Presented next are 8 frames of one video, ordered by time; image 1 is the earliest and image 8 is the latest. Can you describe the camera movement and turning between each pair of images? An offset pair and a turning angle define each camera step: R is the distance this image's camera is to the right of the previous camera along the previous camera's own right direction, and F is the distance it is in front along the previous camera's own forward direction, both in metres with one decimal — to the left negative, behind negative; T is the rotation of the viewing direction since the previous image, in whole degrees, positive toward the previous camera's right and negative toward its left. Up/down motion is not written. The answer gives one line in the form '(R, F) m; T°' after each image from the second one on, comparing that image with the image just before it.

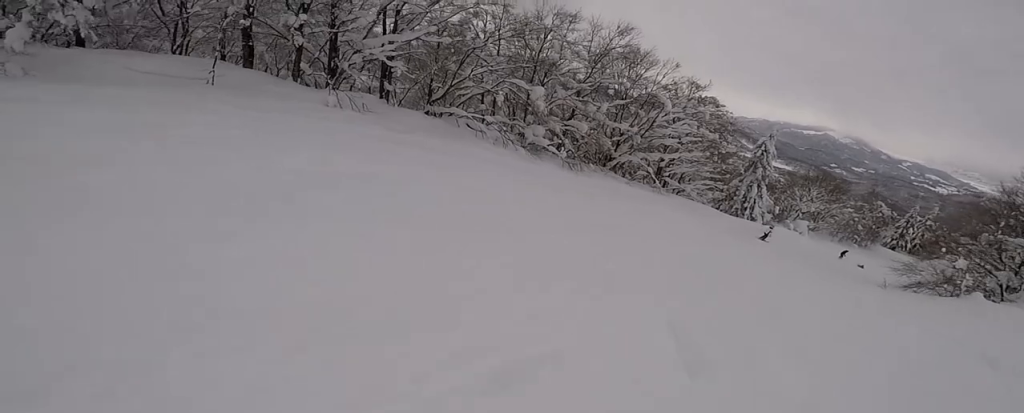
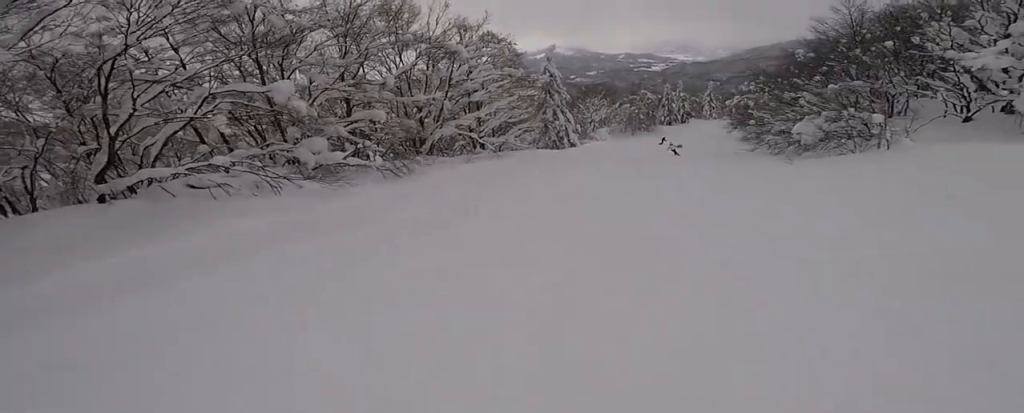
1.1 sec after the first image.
(-0.9, +7.5) m; +12°
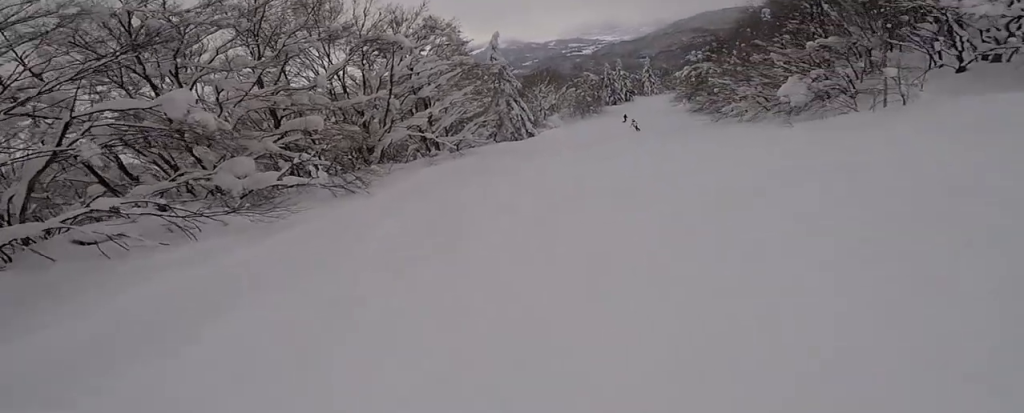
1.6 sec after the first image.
(+0.3, +2.7) m; +11°
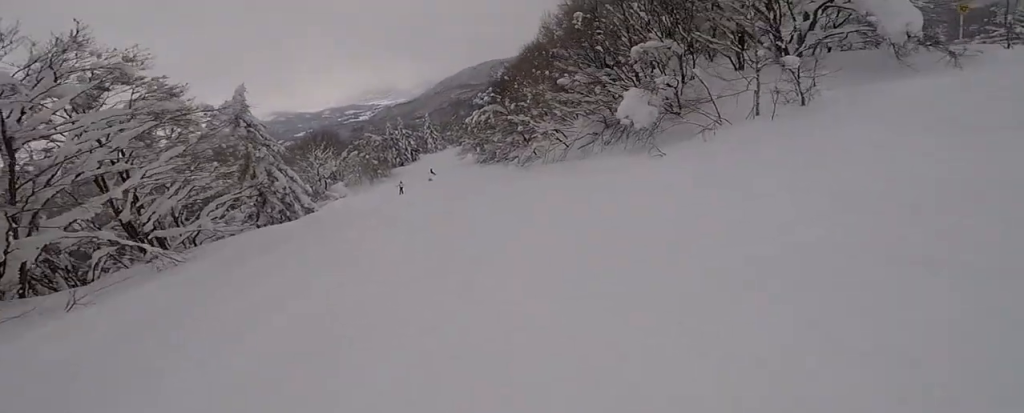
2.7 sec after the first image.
(+2.6, +7.3) m; +16°
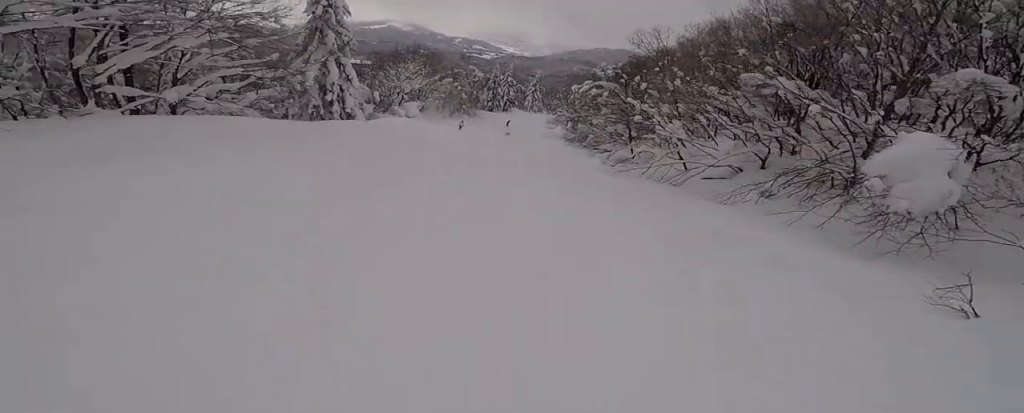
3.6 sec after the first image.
(-0.3, +7.1) m; -10°
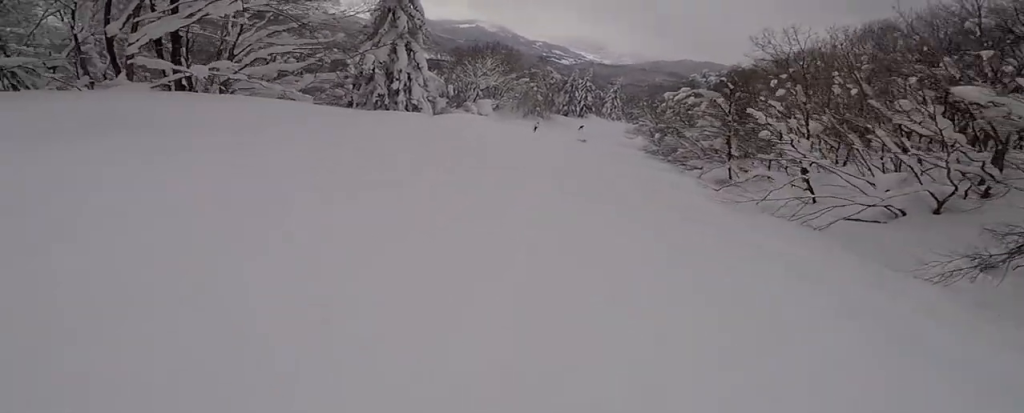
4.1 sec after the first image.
(-0.5, +3.7) m; -5°
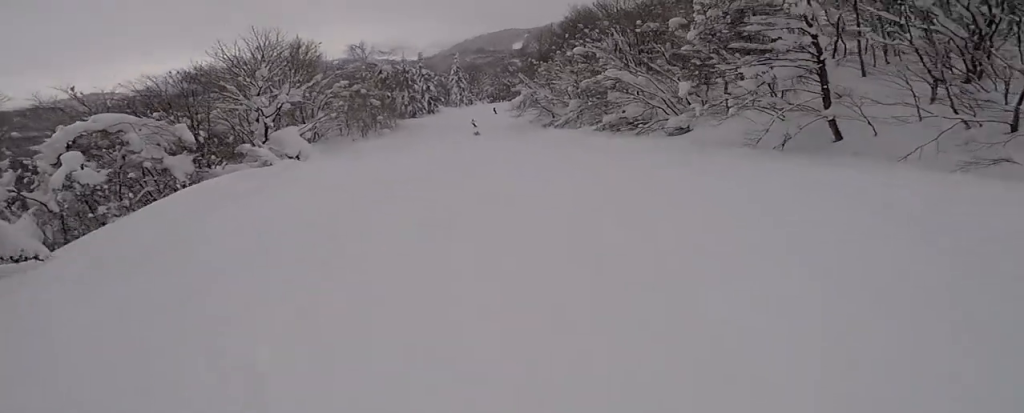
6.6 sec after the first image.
(+3.6, +22.3) m; +19°
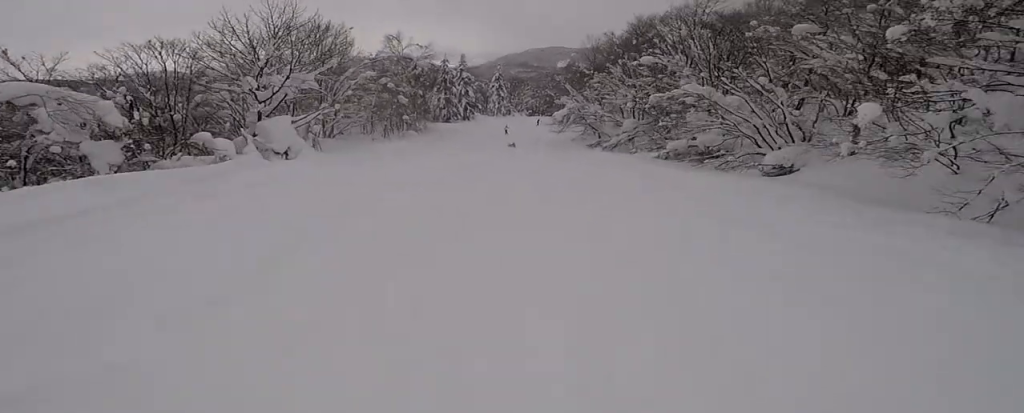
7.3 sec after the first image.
(0.0, +6.5) m; 0°
